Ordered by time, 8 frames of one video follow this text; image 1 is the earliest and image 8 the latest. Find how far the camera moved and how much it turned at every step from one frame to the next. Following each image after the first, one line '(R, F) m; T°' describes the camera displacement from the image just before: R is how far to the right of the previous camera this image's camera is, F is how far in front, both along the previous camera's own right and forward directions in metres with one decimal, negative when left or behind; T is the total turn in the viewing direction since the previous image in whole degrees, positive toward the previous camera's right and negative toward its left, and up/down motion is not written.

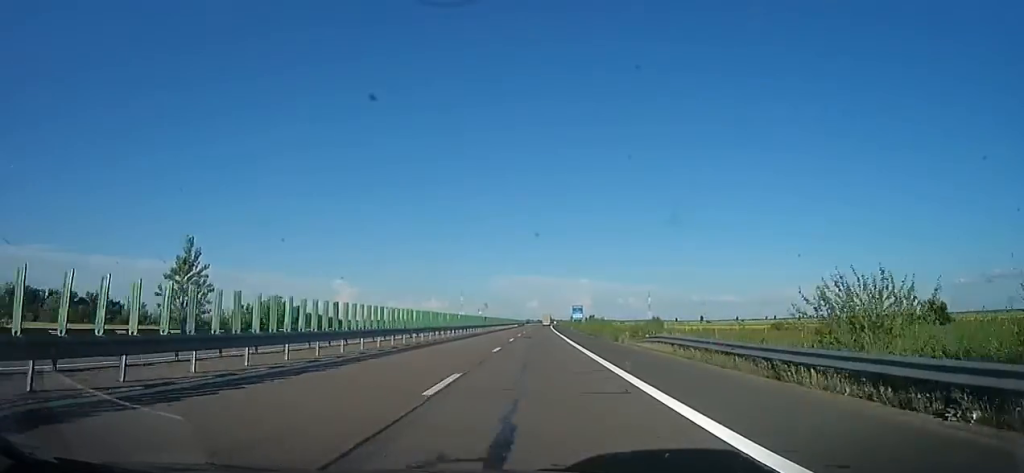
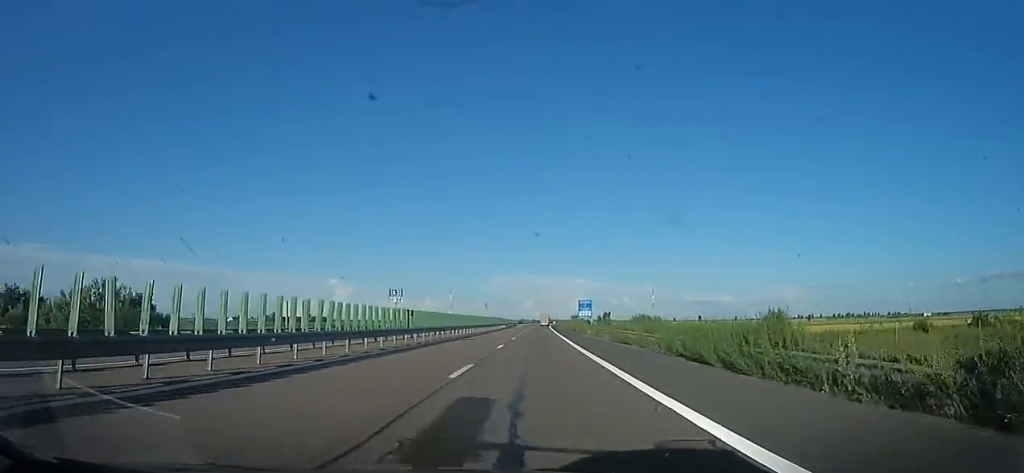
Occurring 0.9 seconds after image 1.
(-1.4, +33.3) m; 0°
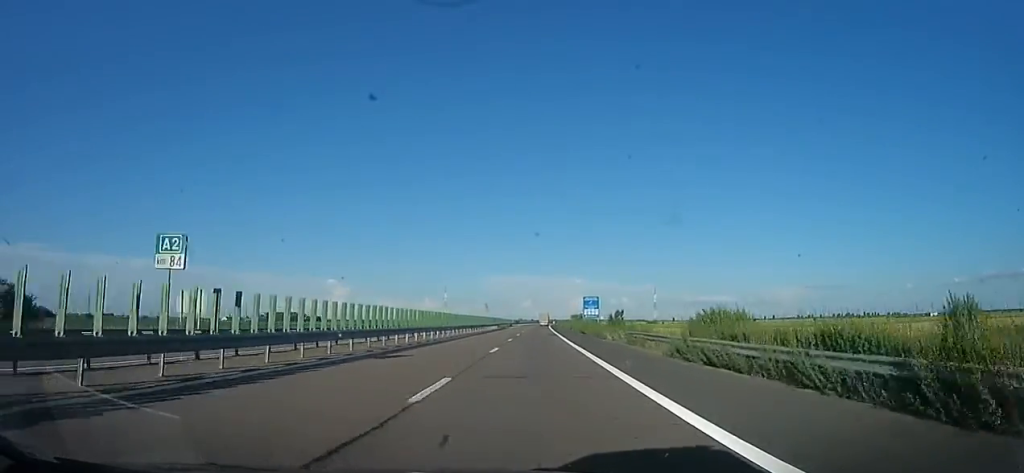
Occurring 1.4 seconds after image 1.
(+0.4, +15.4) m; +1°
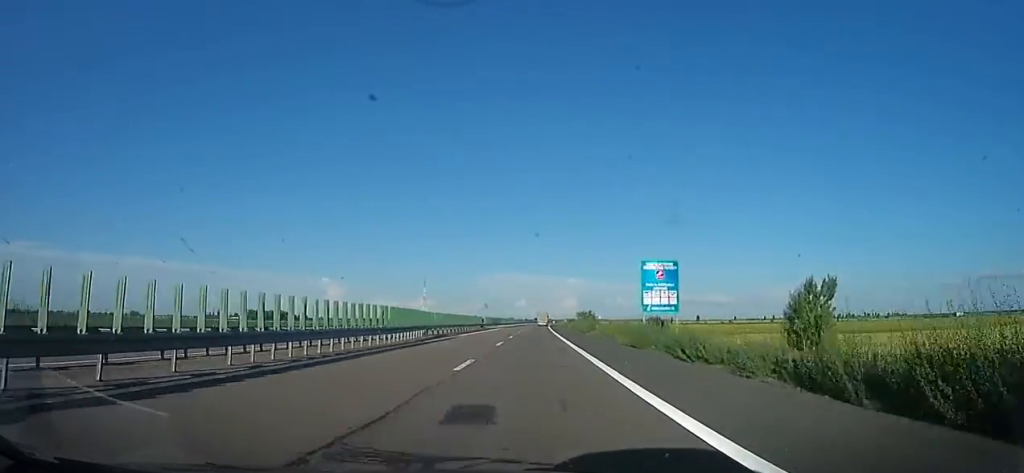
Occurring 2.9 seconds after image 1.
(+1.6, +55.4) m; -1°
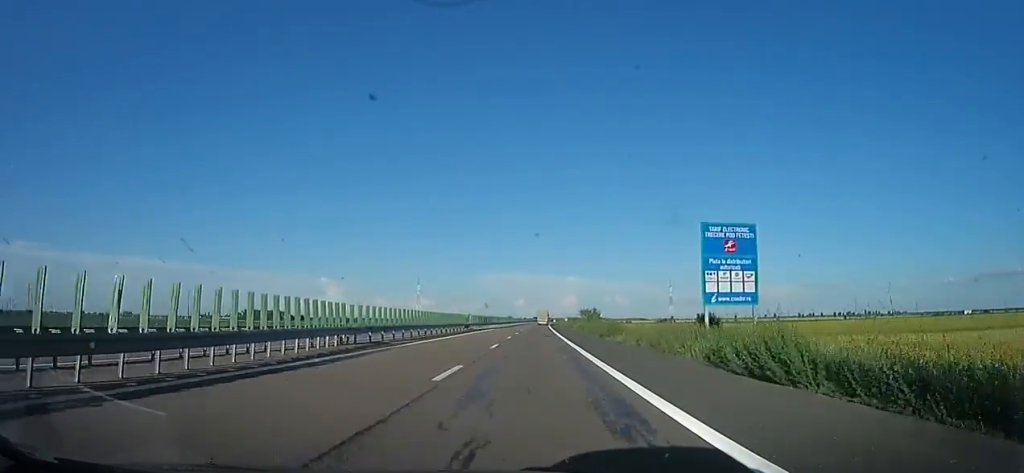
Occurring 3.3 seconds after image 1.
(-0.5, +14.5) m; 0°
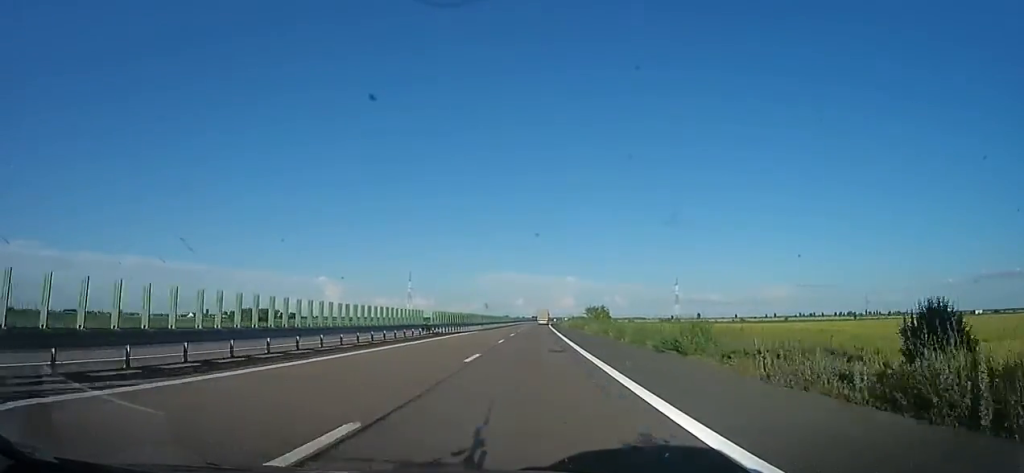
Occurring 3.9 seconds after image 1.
(-0.9, +19.7) m; 0°
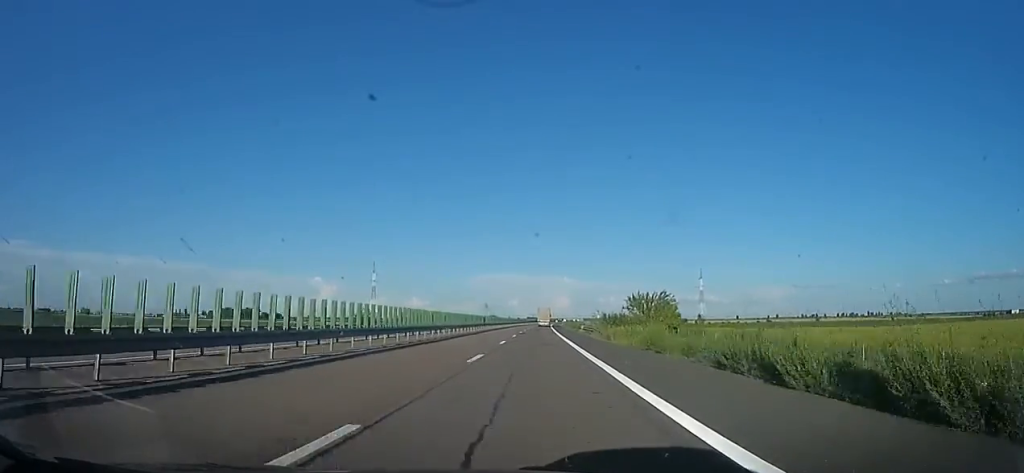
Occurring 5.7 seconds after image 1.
(+2.5, +61.6) m; +3°
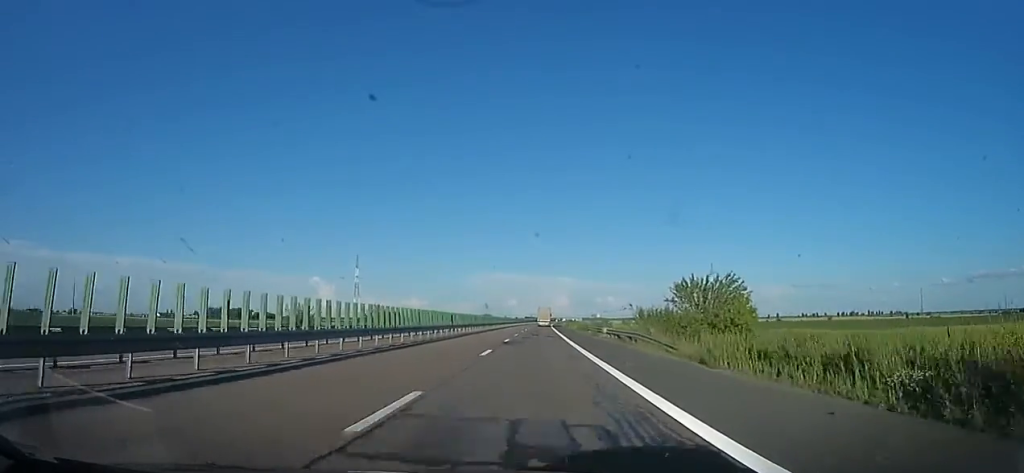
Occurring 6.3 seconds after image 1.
(0.0, +21.3) m; 0°
